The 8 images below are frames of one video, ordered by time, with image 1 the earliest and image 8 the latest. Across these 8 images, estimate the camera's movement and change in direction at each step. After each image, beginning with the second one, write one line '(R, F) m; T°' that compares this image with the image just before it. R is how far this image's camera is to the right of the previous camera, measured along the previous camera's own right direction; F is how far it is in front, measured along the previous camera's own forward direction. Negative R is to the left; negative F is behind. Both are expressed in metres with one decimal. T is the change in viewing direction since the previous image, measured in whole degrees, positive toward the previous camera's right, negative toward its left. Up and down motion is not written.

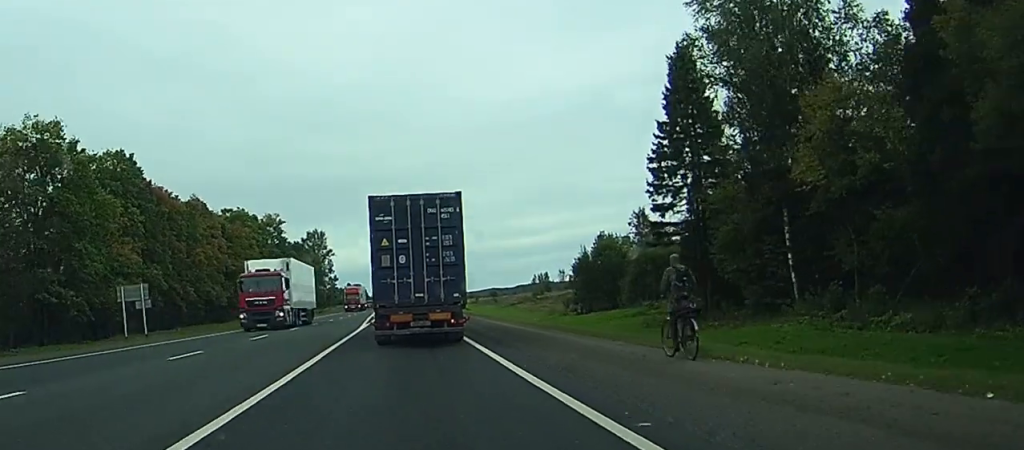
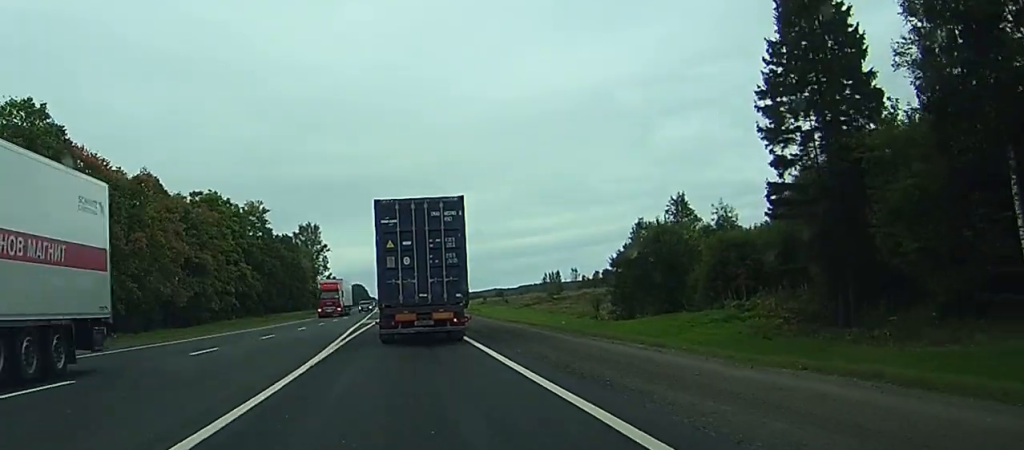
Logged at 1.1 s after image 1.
(+0.4, +22.4) m; +1°
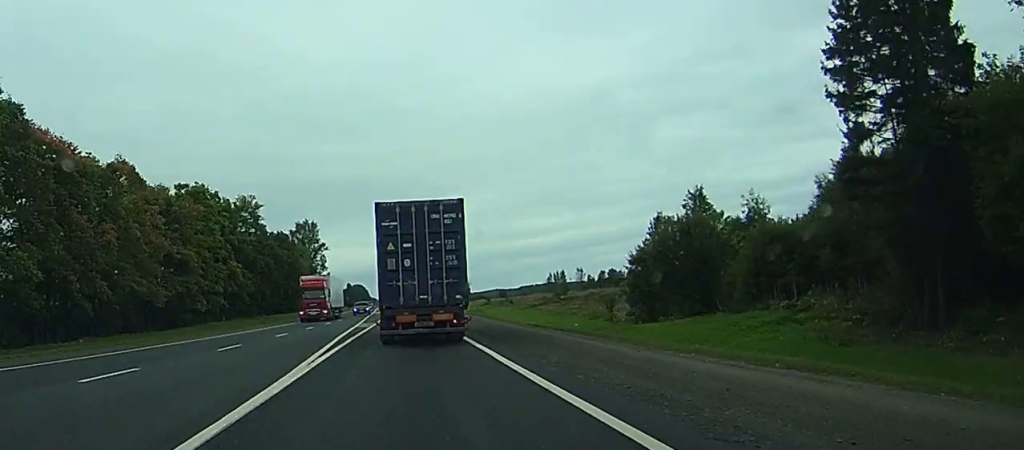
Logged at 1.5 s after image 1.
(+0.3, +8.4) m; -1°
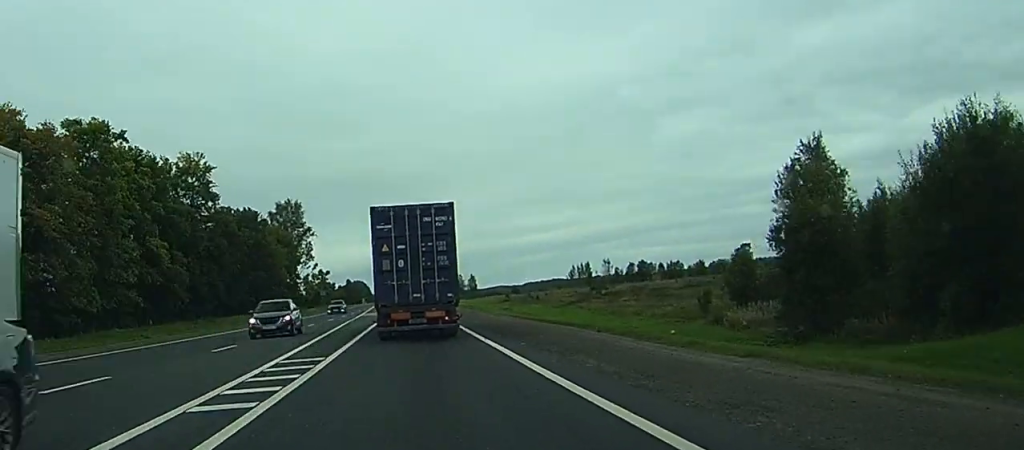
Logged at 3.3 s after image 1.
(-1.4, +38.2) m; -2°
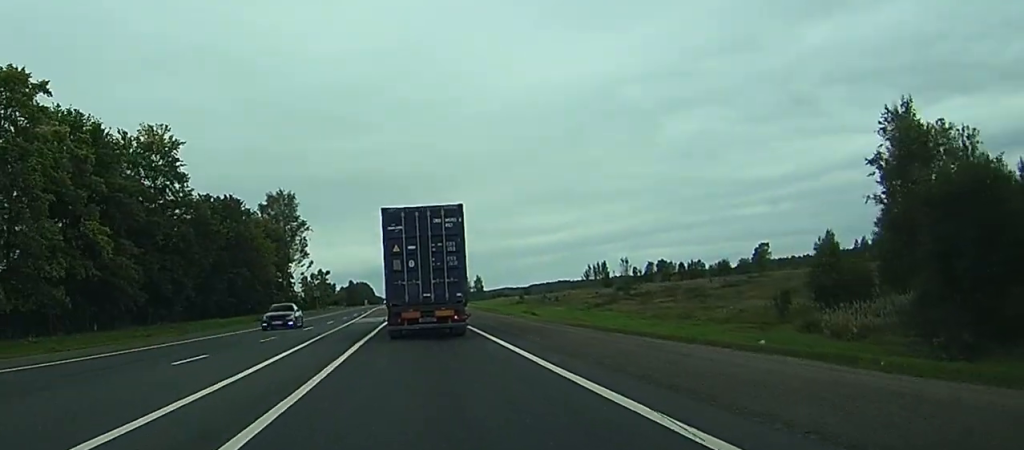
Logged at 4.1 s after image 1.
(+0.2, +17.2) m; +1°
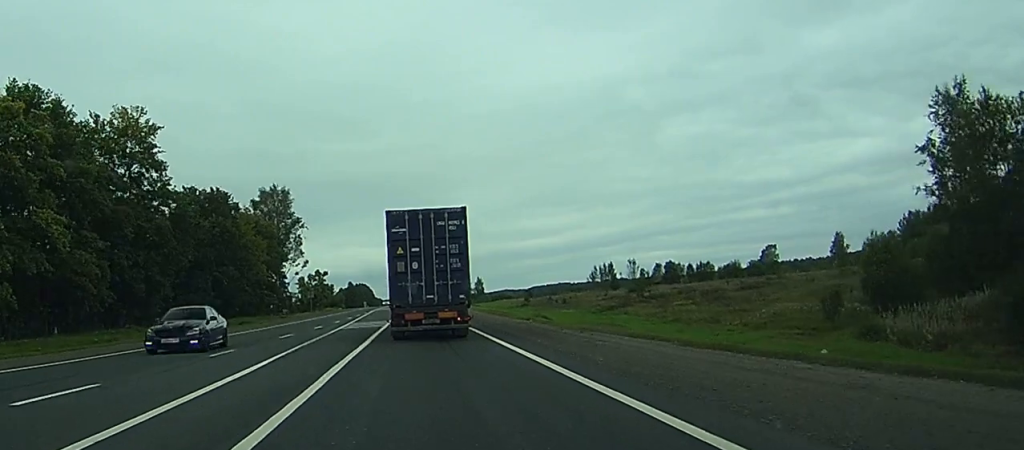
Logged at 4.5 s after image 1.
(0.0, +8.2) m; 0°
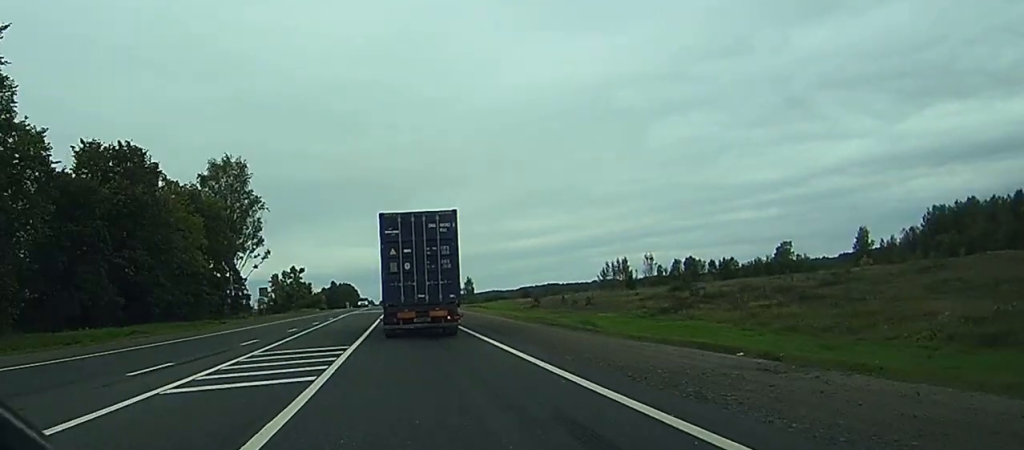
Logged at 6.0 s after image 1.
(0.0, +30.0) m; 0°
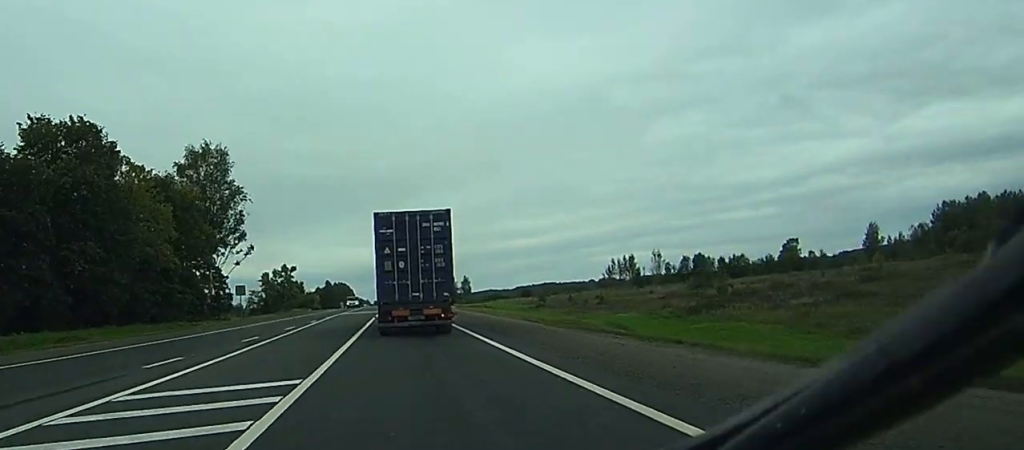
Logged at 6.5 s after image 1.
(+0.1, +10.2) m; 0°
